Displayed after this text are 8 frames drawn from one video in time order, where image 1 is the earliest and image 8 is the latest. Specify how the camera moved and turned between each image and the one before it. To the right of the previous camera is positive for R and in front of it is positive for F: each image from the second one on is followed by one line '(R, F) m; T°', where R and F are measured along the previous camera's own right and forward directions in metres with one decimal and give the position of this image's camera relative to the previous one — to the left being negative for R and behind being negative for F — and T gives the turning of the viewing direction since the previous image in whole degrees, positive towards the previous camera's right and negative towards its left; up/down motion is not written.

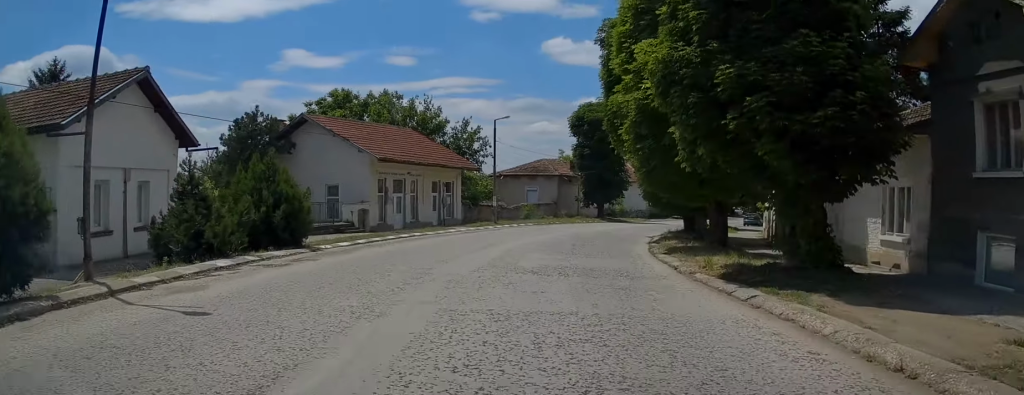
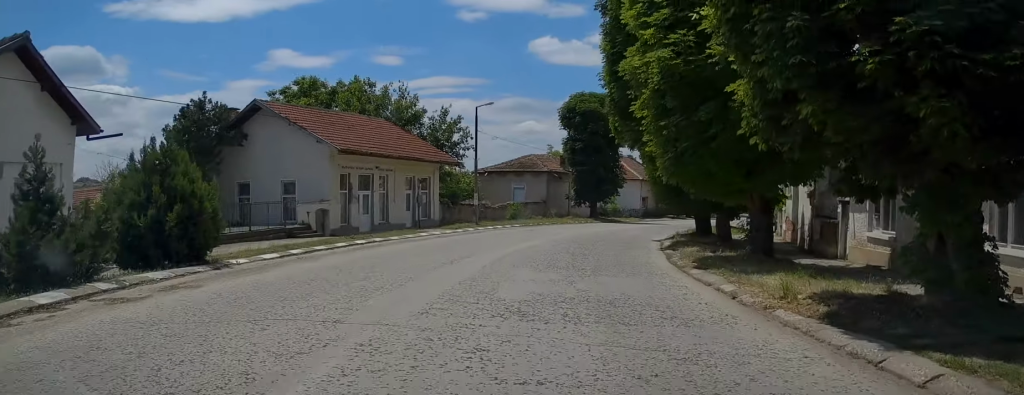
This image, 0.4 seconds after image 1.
(0.0, +4.5) m; +1°
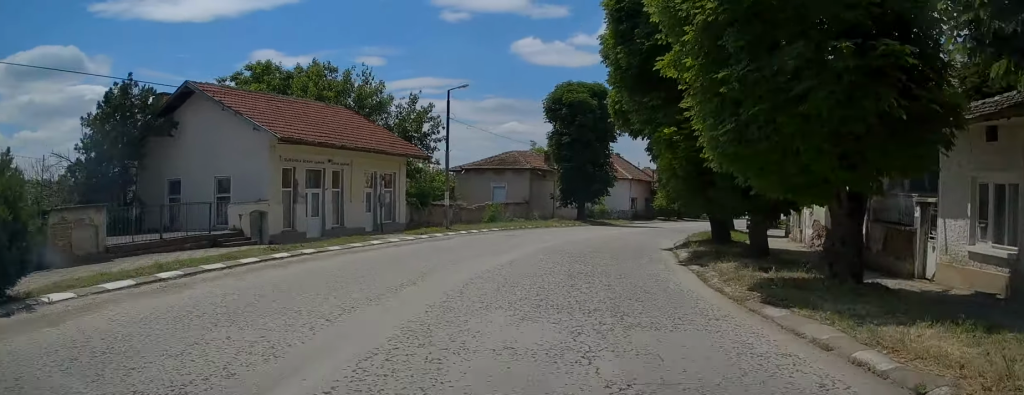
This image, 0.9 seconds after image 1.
(0.0, +4.9) m; +1°
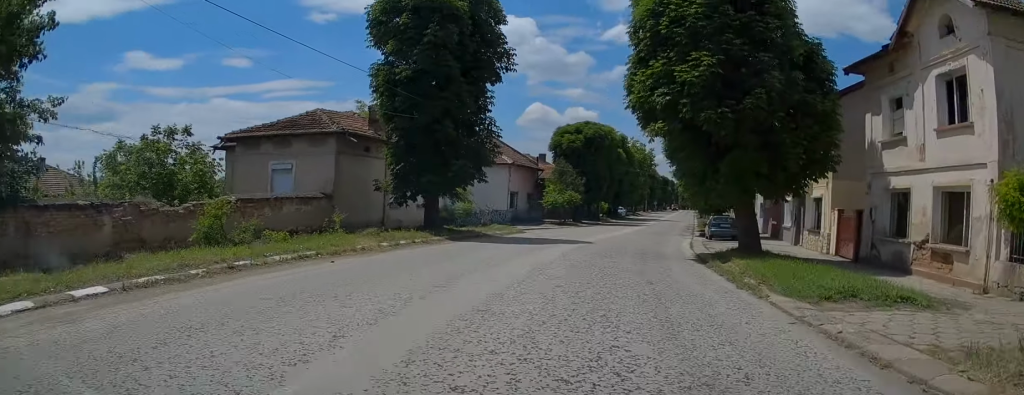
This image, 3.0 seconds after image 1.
(+1.9, +22.8) m; +13°
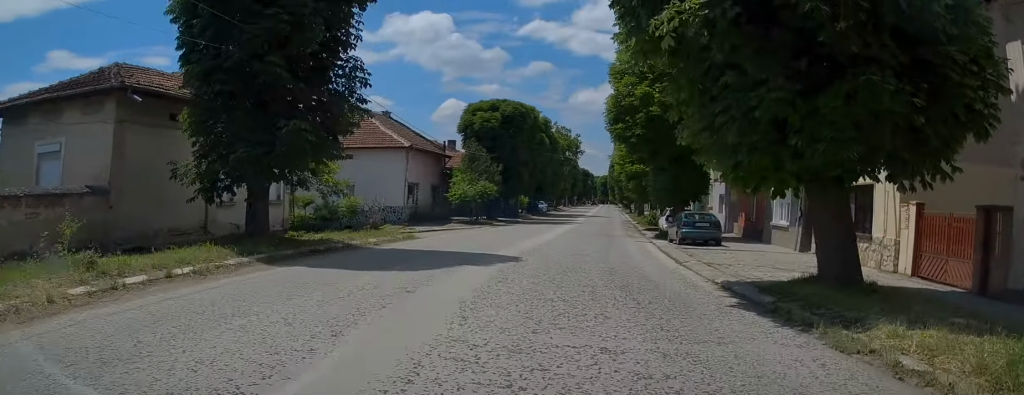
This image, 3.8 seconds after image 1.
(+0.7, +10.3) m; +6°
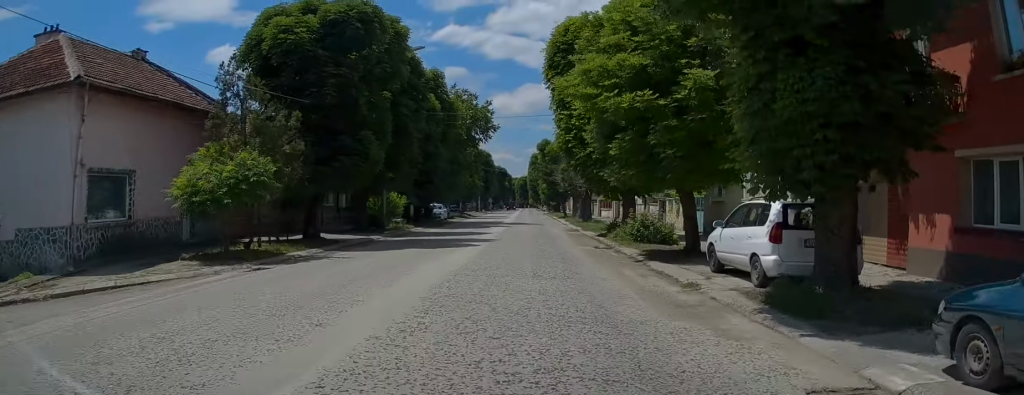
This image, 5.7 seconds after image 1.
(+1.4, +24.0) m; +5°
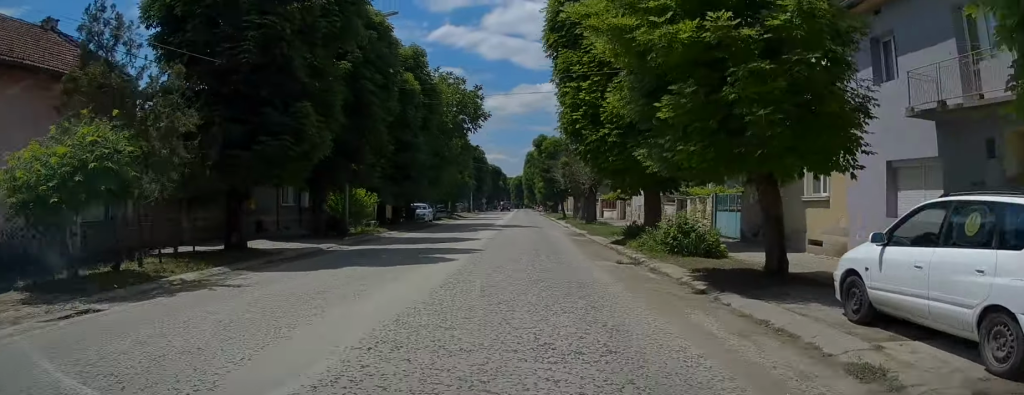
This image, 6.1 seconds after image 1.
(-0.1, +5.9) m; +1°
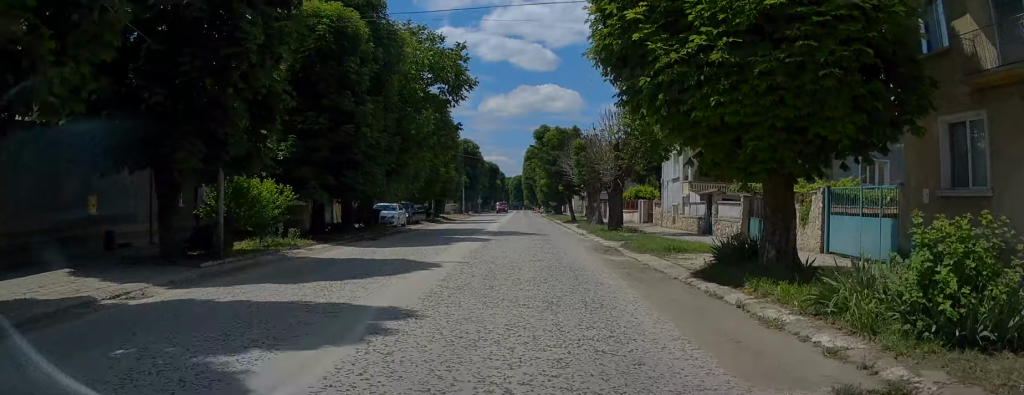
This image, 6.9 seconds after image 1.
(+0.3, +10.8) m; +2°
